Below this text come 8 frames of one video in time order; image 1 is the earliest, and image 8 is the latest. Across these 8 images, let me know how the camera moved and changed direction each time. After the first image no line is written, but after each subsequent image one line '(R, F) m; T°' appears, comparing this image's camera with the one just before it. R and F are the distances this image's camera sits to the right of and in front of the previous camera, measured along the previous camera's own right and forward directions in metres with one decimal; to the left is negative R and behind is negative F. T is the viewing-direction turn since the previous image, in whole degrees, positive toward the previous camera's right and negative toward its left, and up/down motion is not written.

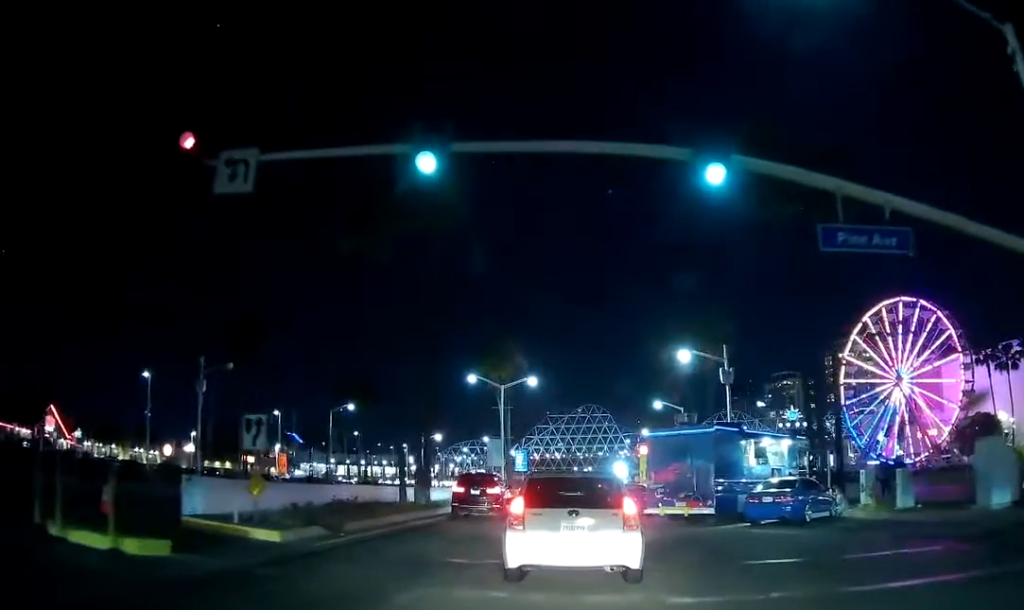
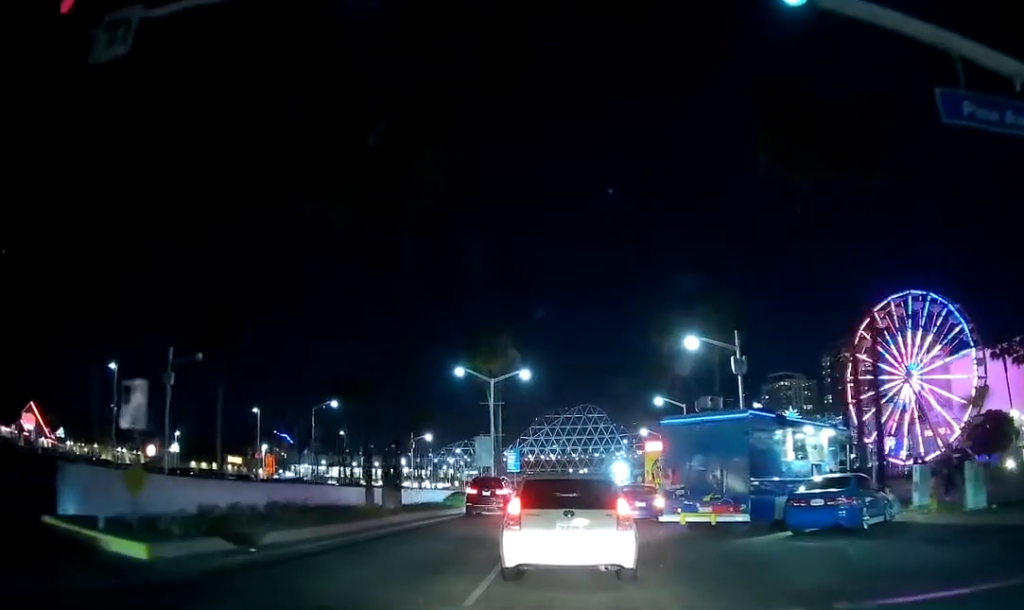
(-0.1, +5.3) m; -2°
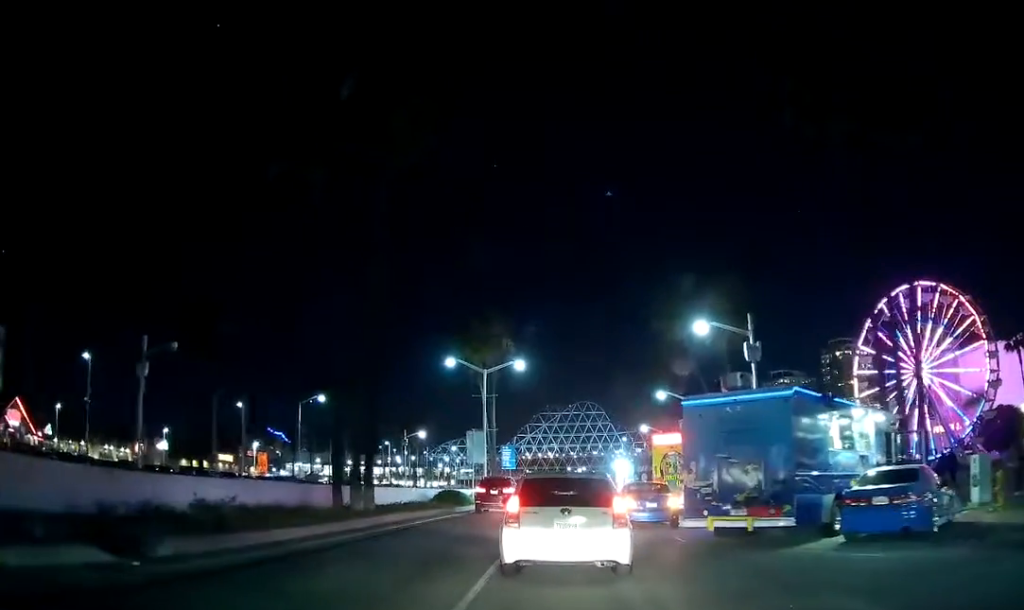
(0.0, +3.9) m; +3°
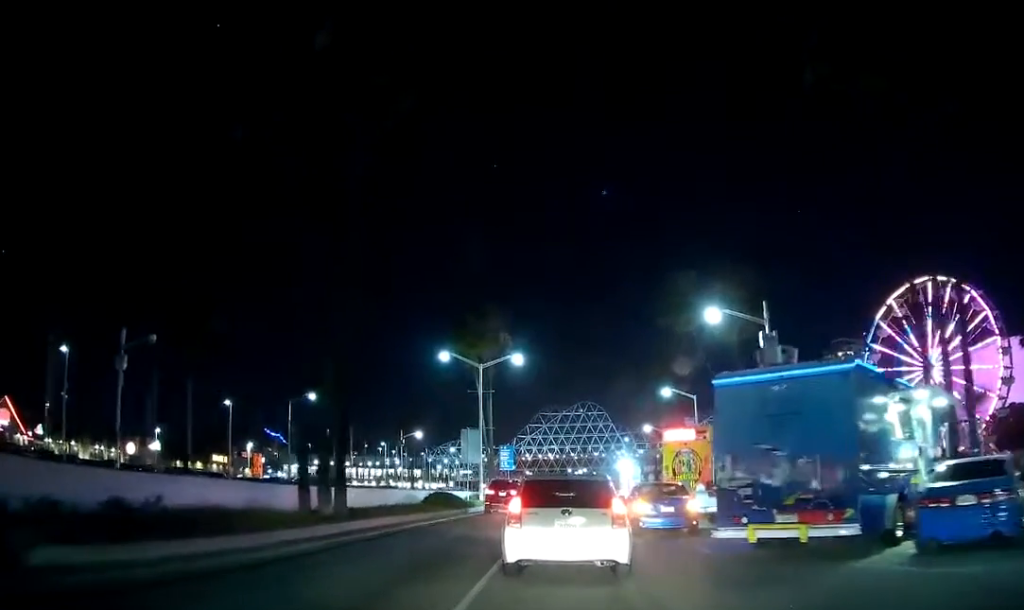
(+0.1, +3.2) m; +2°
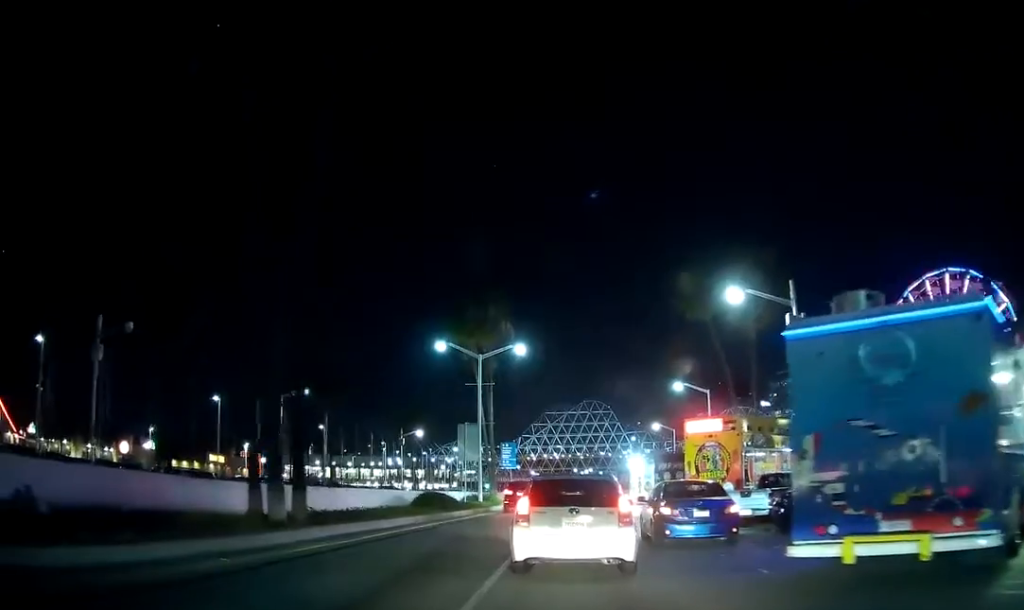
(+0.2, +3.7) m; -1°
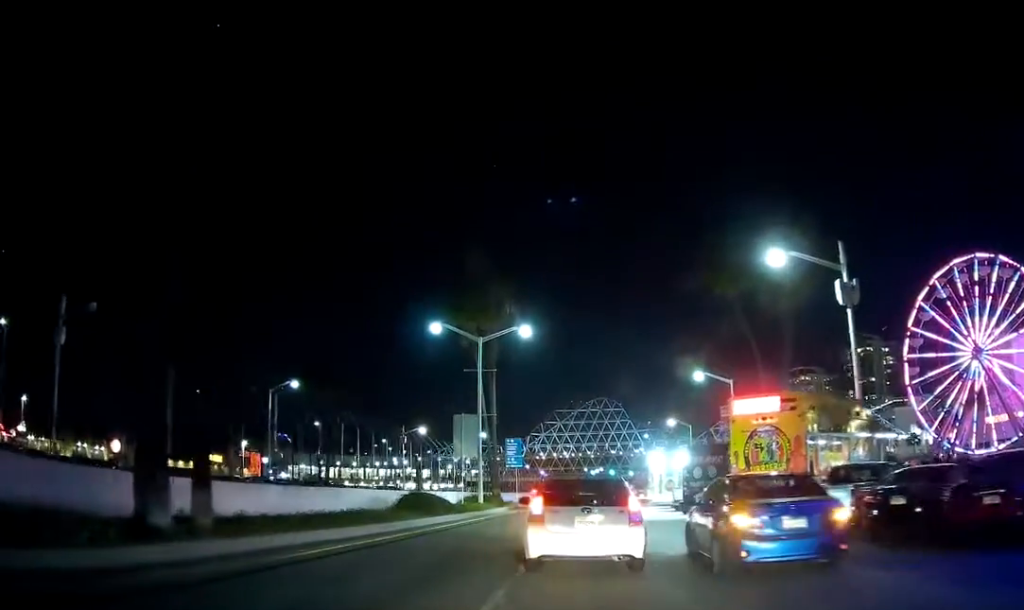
(-0.3, +5.1) m; -3°
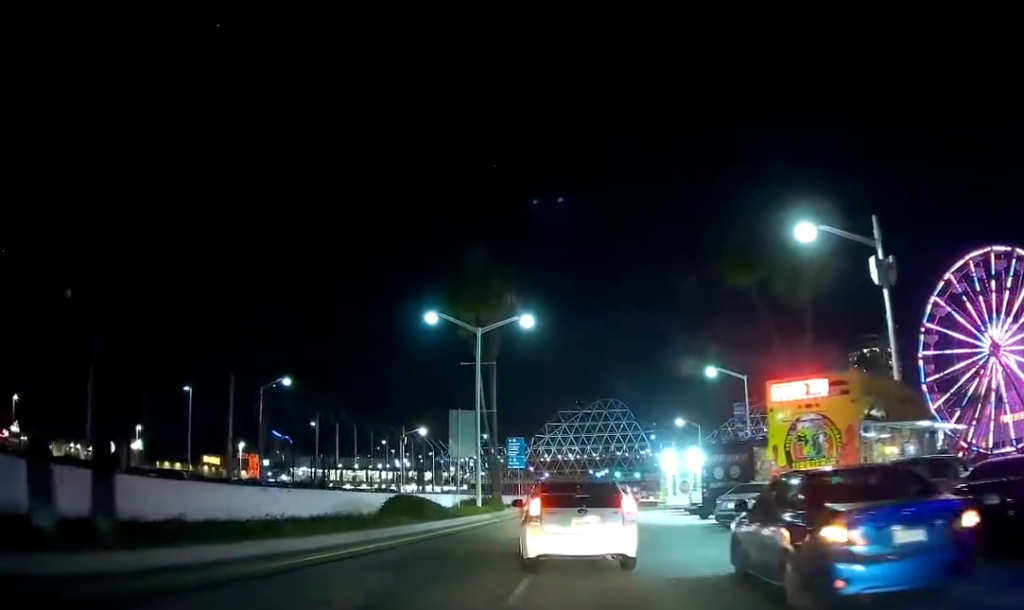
(+0.1, +3.0) m; 0°
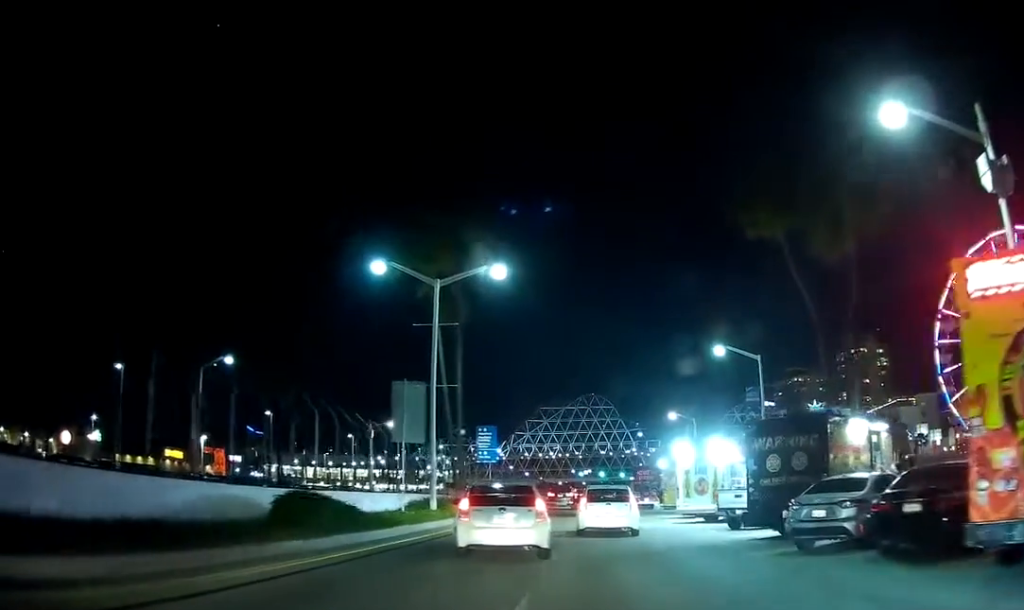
(-0.3, +8.8) m; 0°
